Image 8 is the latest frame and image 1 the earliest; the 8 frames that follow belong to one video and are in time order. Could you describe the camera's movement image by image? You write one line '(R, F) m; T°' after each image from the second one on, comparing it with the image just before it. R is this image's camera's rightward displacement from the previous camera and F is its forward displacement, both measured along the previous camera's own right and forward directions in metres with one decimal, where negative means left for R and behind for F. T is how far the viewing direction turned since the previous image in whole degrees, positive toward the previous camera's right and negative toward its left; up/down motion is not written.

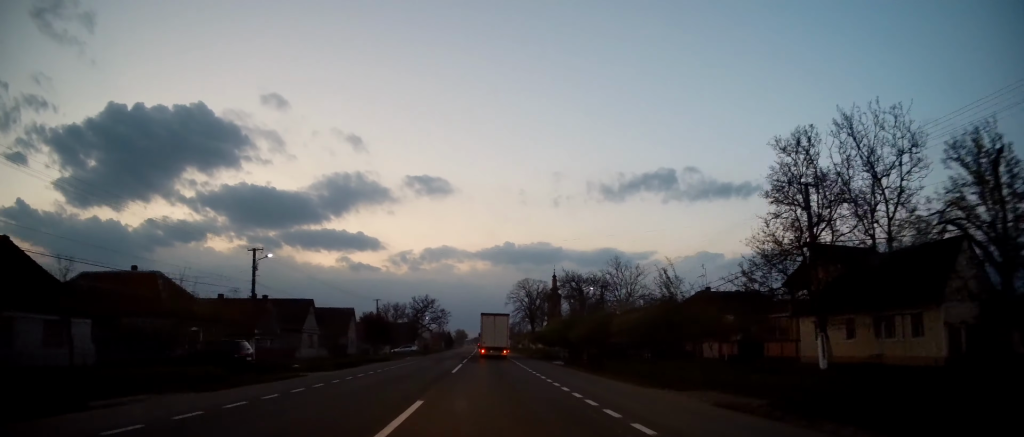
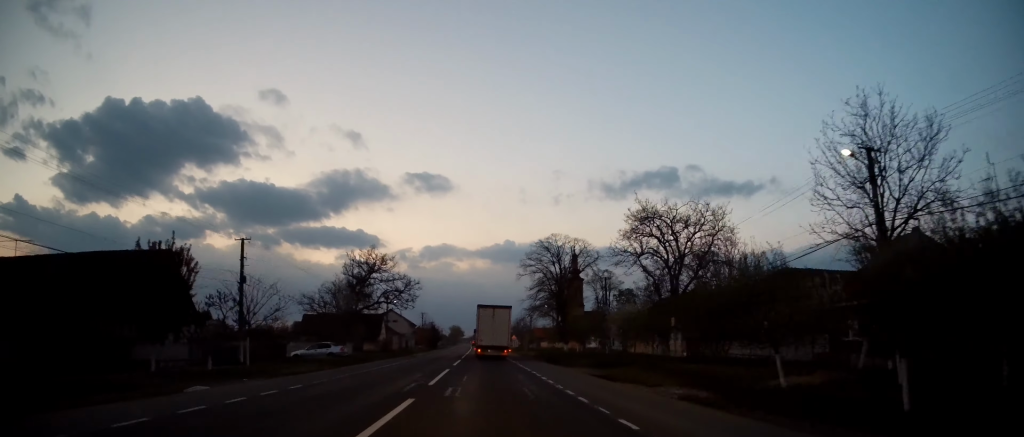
(+0.1, +44.0) m; +1°
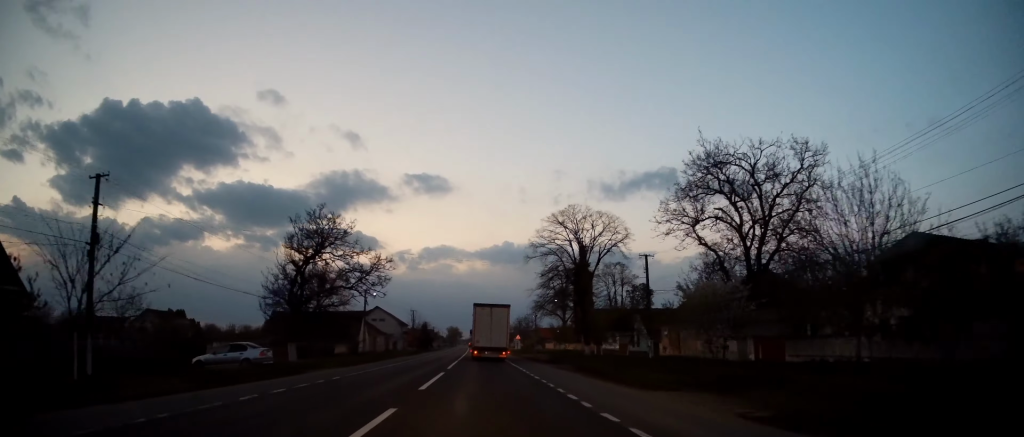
(0.0, +14.7) m; 0°
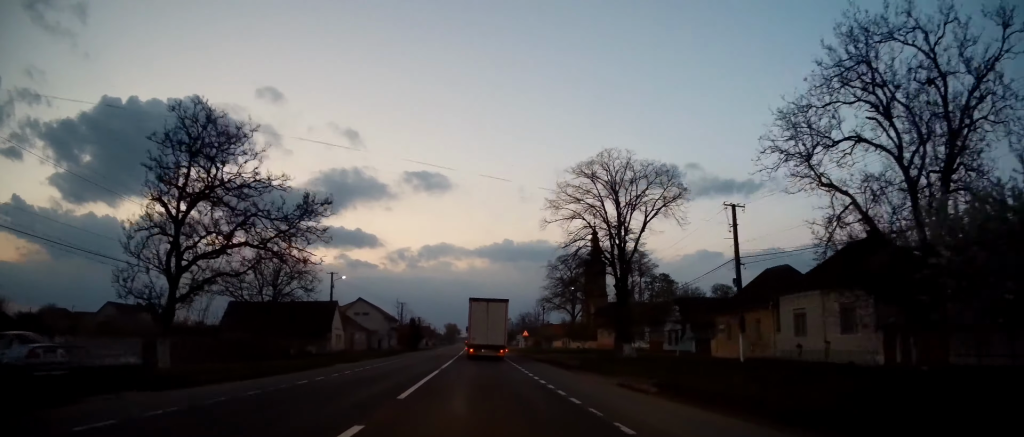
(0.0, +15.2) m; 0°
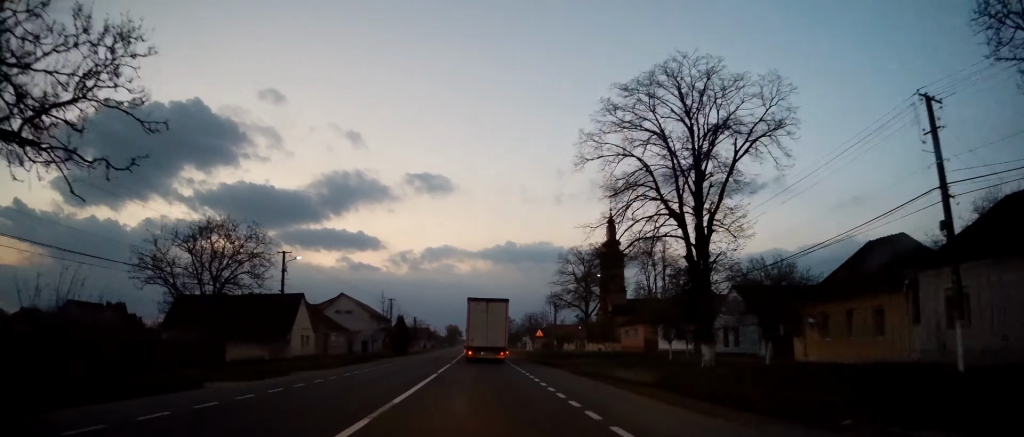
(0.0, +14.3) m; 0°
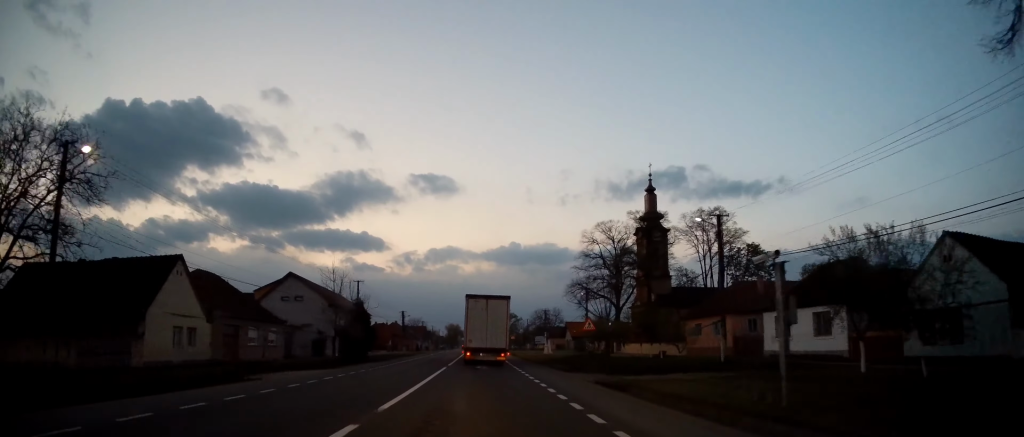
(-0.1, +24.3) m; 0°
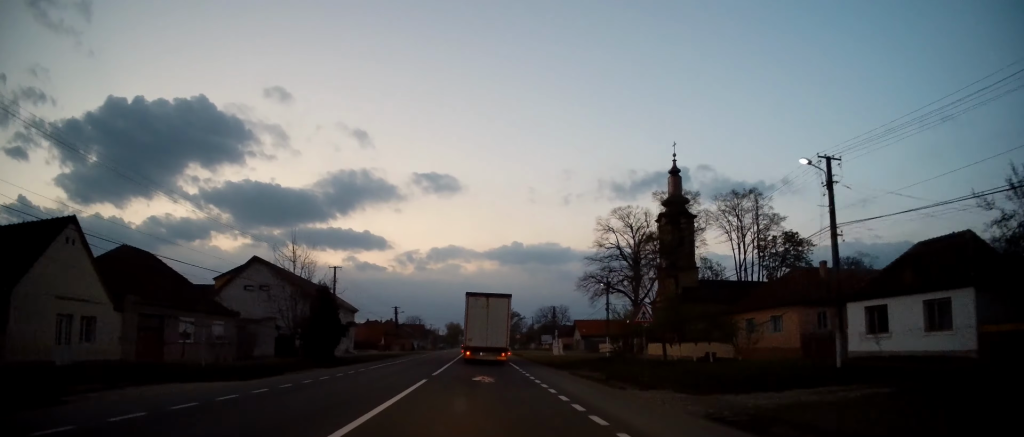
(-0.1, +10.2) m; 0°
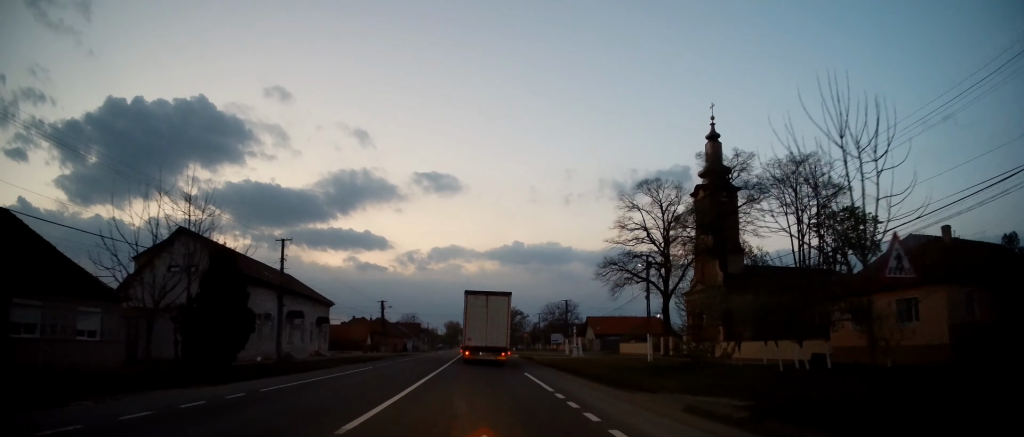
(+0.2, +13.2) m; 0°
